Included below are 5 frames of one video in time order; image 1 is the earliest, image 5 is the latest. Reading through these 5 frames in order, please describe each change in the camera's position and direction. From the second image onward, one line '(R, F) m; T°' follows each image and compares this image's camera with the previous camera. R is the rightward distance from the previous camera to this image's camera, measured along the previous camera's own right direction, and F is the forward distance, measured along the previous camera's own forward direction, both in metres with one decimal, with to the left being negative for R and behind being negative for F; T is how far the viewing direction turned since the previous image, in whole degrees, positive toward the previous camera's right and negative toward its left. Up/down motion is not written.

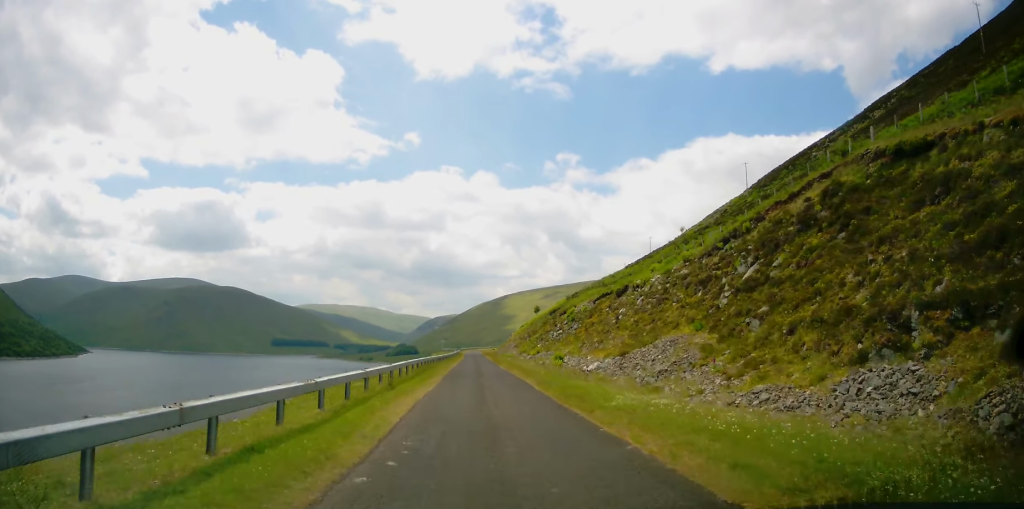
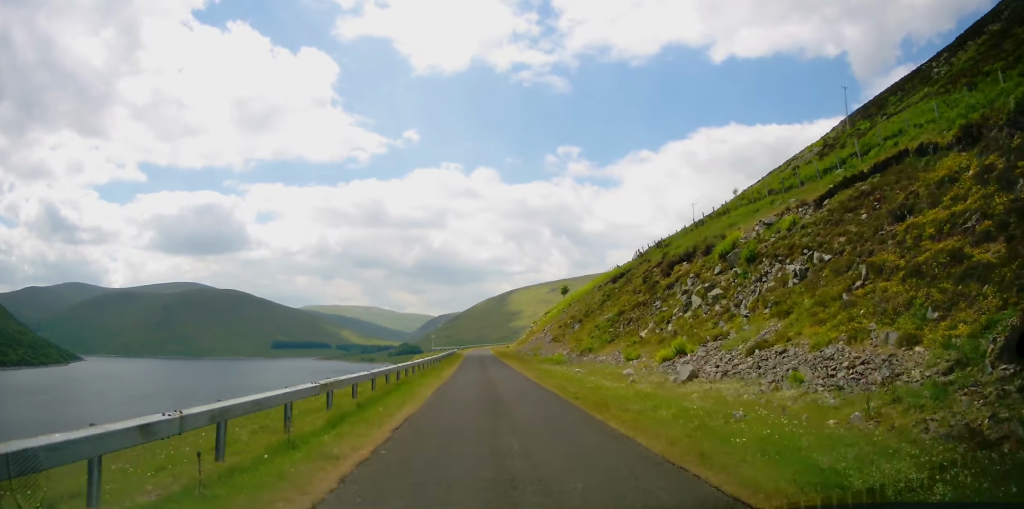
(-0.7, +43.4) m; 0°
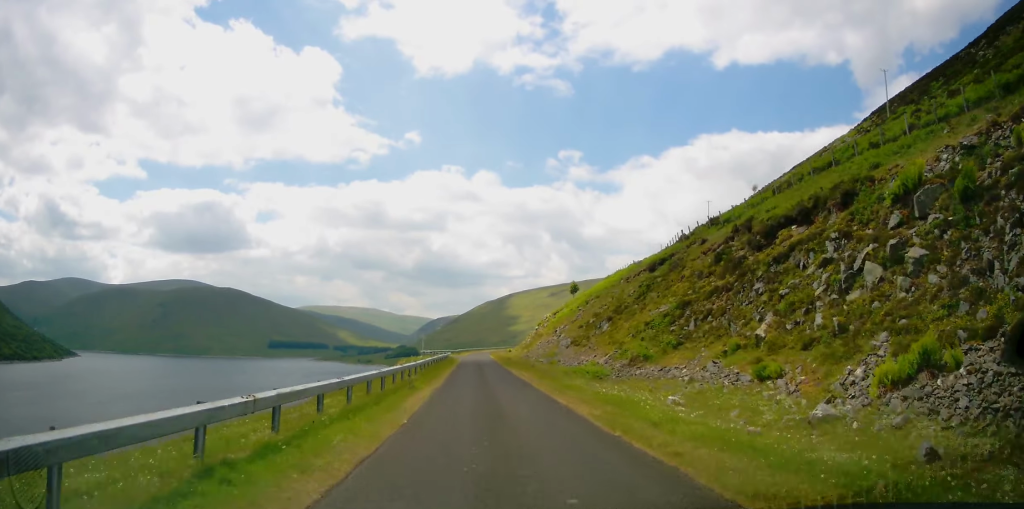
(+0.1, +12.5) m; 0°
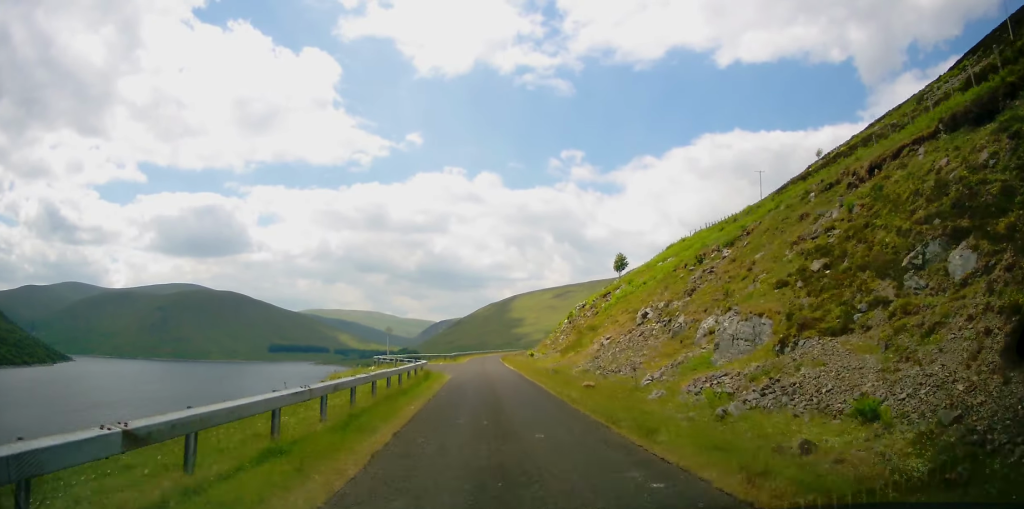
(-0.9, +32.0) m; -1°
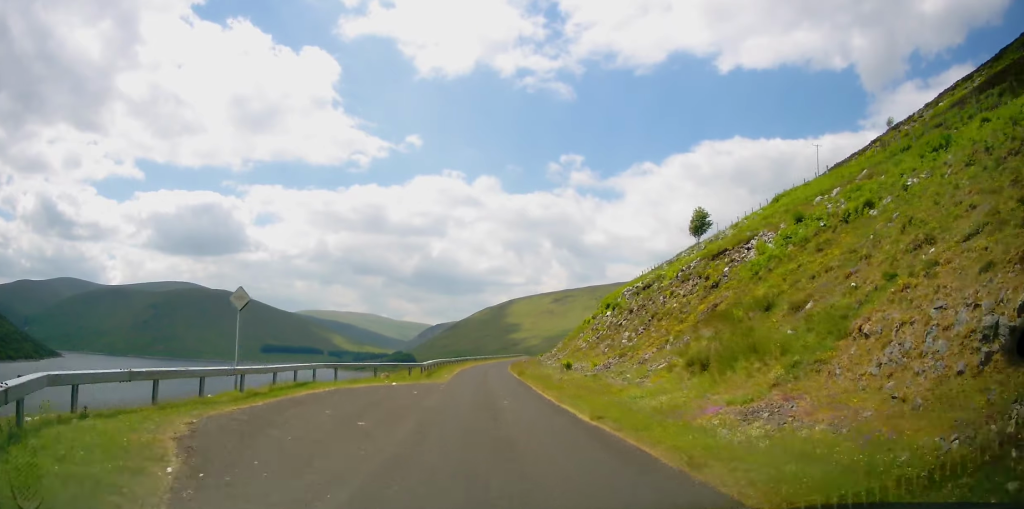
(+0.2, +27.4) m; +1°
